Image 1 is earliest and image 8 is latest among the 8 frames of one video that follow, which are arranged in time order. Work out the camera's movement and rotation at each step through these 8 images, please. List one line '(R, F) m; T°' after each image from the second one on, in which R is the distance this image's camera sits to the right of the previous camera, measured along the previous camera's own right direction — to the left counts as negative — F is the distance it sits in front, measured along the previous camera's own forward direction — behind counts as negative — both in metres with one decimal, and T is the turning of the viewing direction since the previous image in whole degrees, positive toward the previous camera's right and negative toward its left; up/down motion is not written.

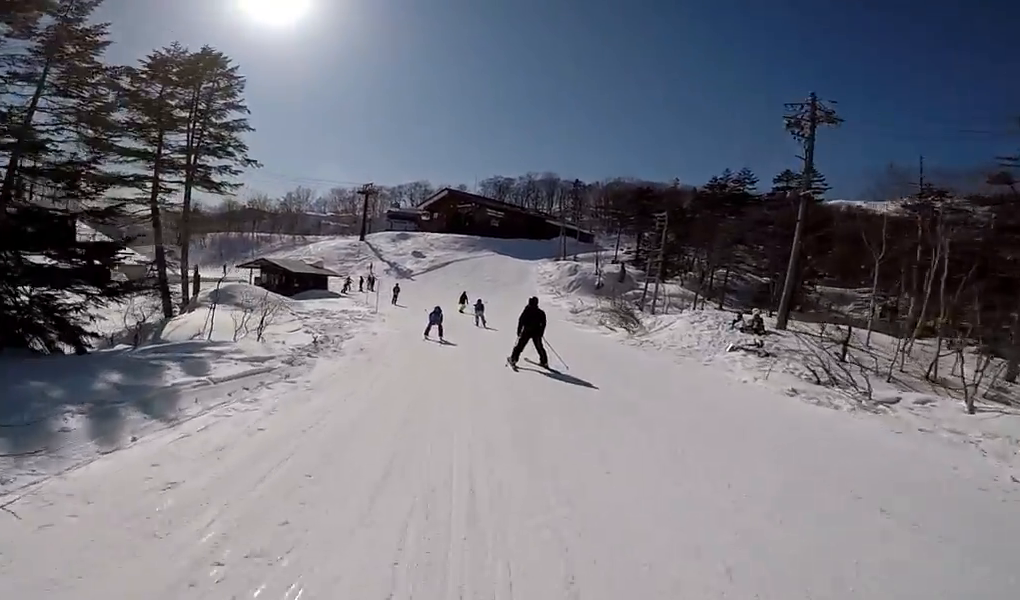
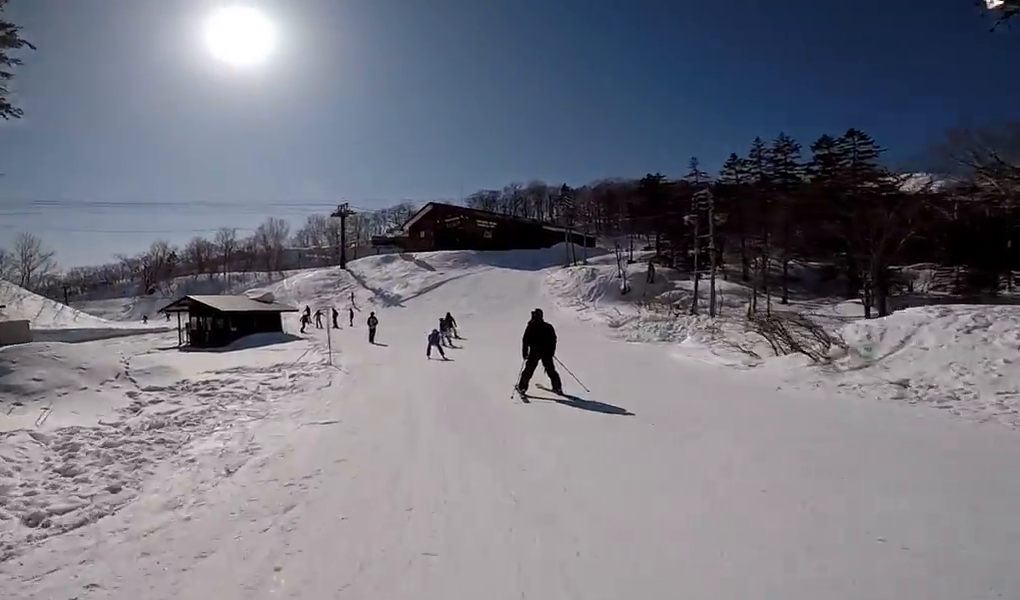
(-1.4, +11.0) m; -6°
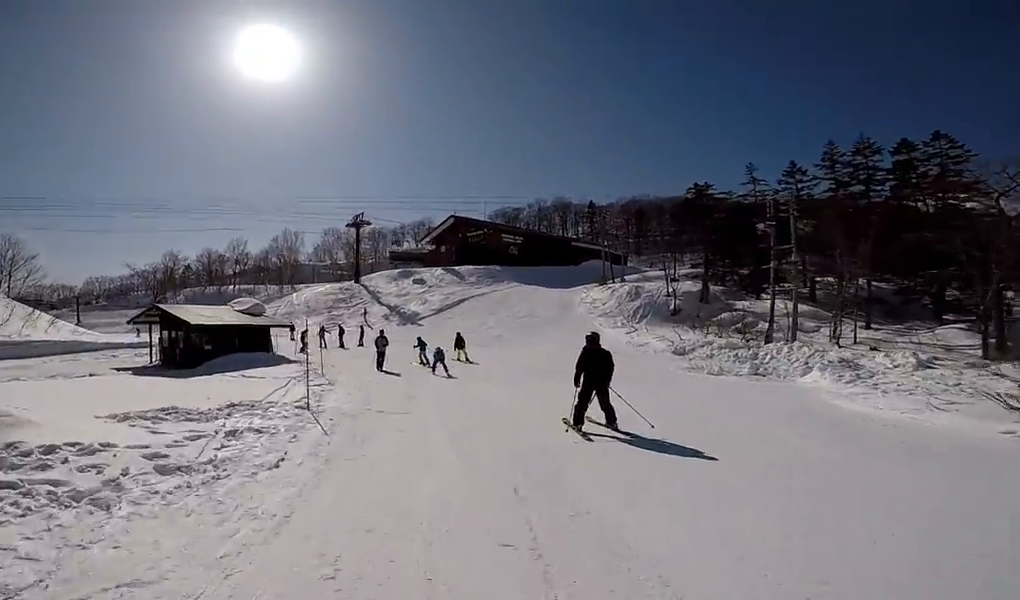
(+0.1, +5.8) m; -2°
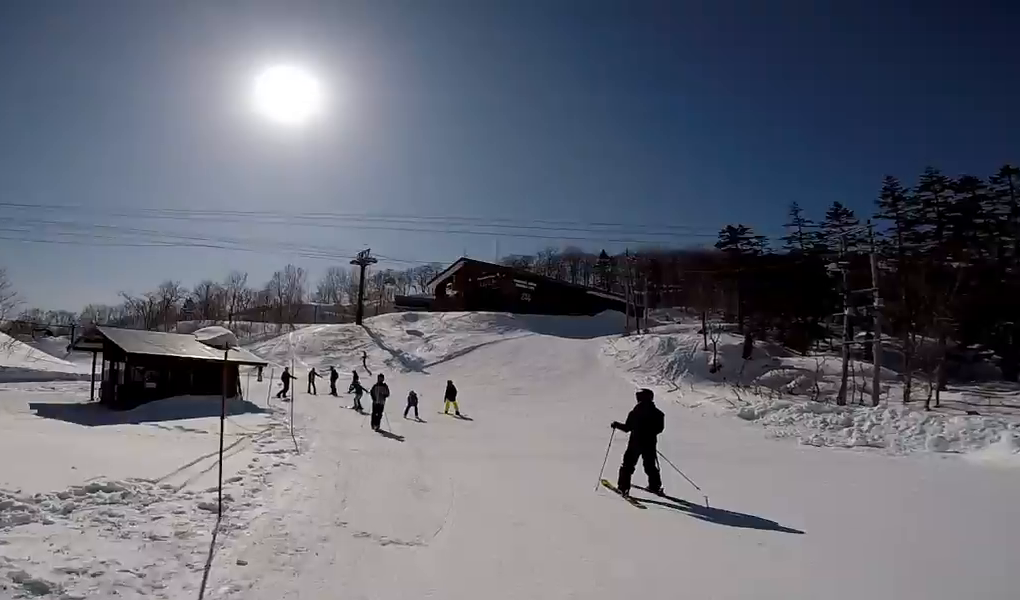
(+0.7, +5.2) m; -3°
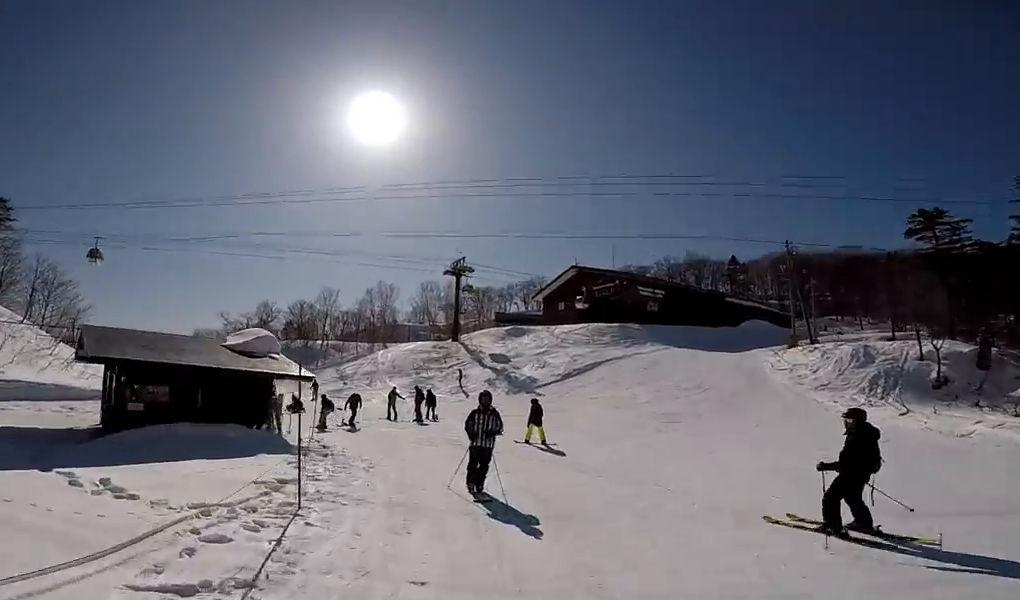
(-1.6, +6.4) m; -6°
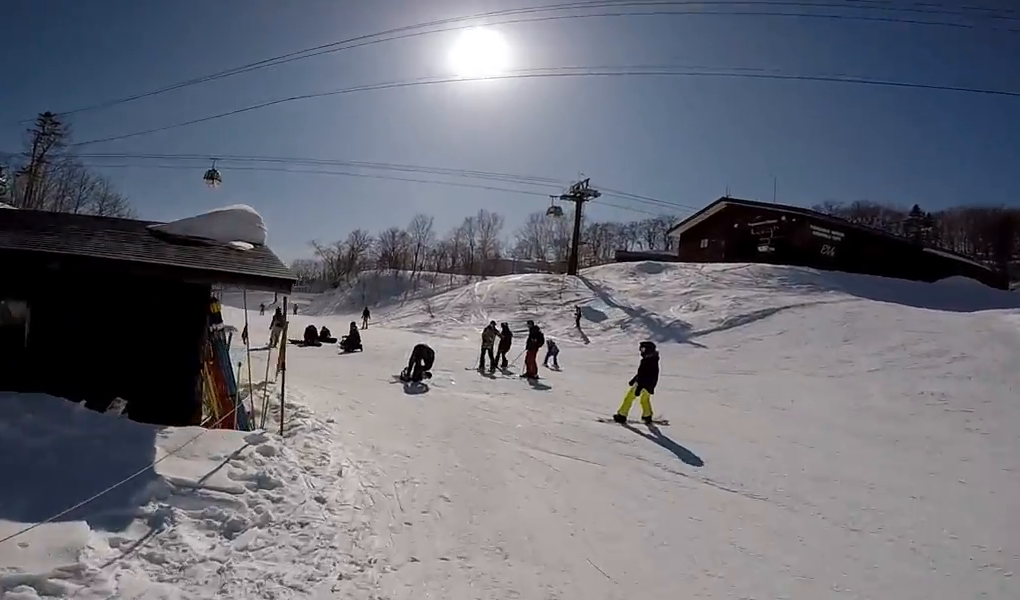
(+0.6, +7.3) m; -9°
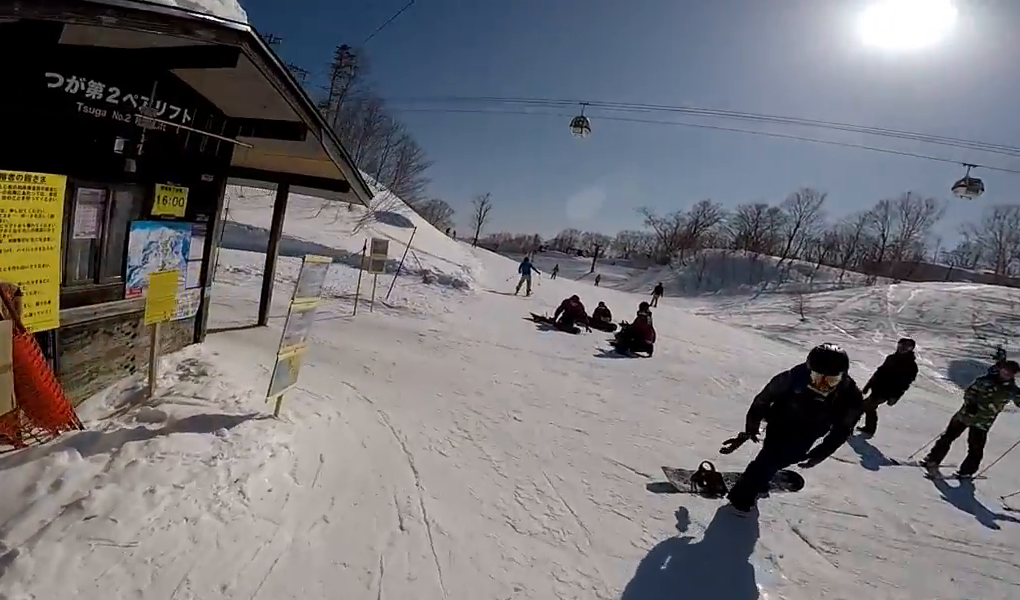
(-1.4, +7.1) m; -20°
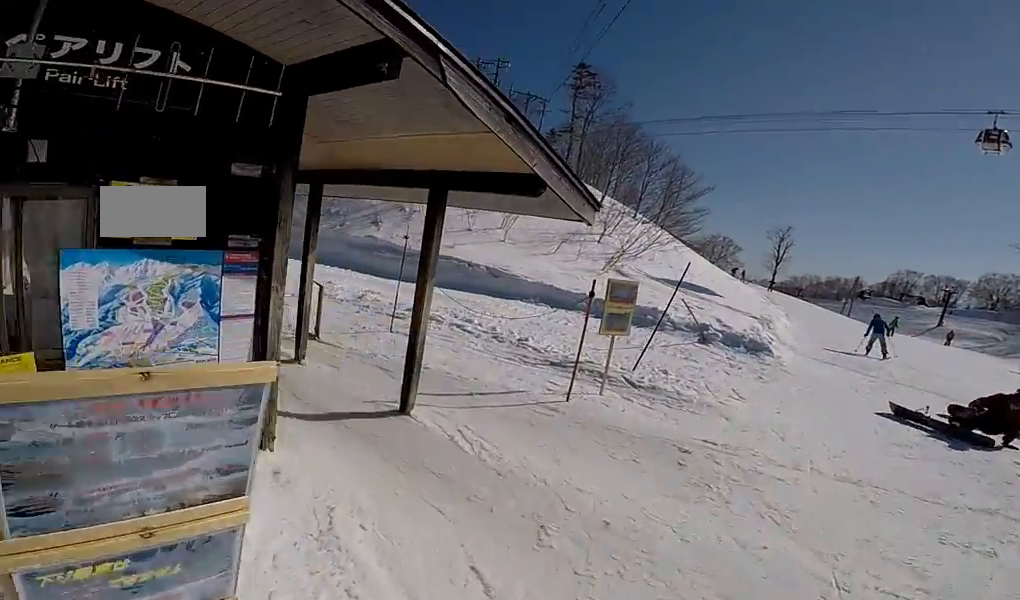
(-0.4, +2.5) m; -30°
